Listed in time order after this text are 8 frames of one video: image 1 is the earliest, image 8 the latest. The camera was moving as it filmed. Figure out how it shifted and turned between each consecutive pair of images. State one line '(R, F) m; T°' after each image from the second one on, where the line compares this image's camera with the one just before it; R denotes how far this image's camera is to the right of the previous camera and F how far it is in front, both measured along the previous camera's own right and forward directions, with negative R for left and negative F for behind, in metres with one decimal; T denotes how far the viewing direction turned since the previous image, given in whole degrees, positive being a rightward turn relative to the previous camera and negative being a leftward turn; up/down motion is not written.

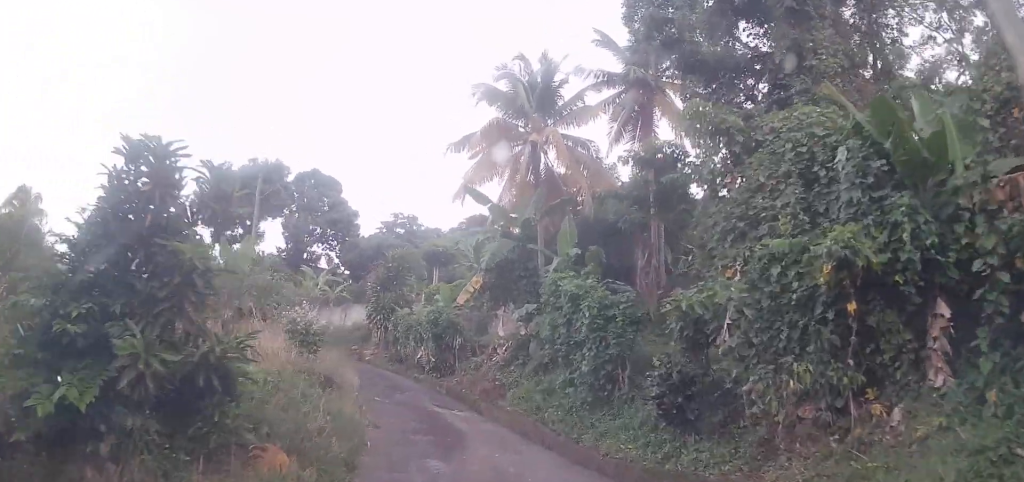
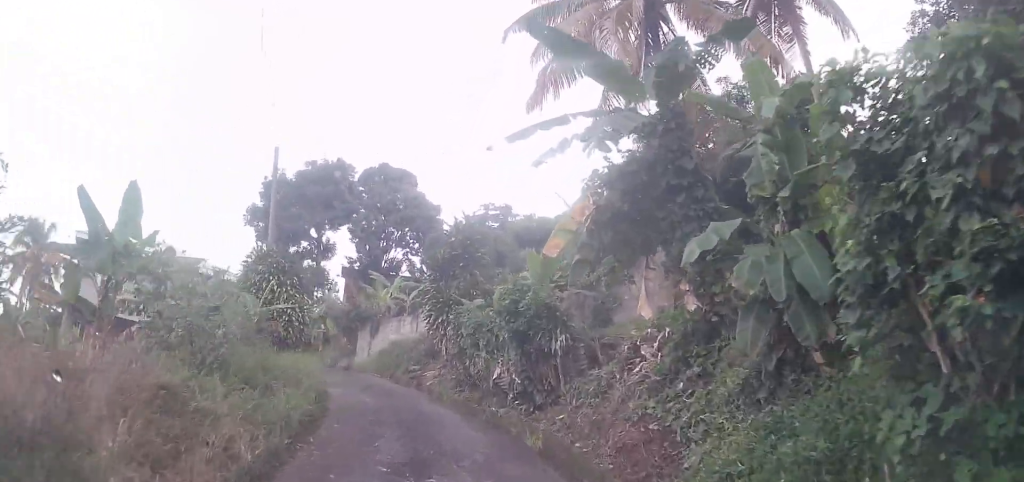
(-1.6, +8.0) m; -12°
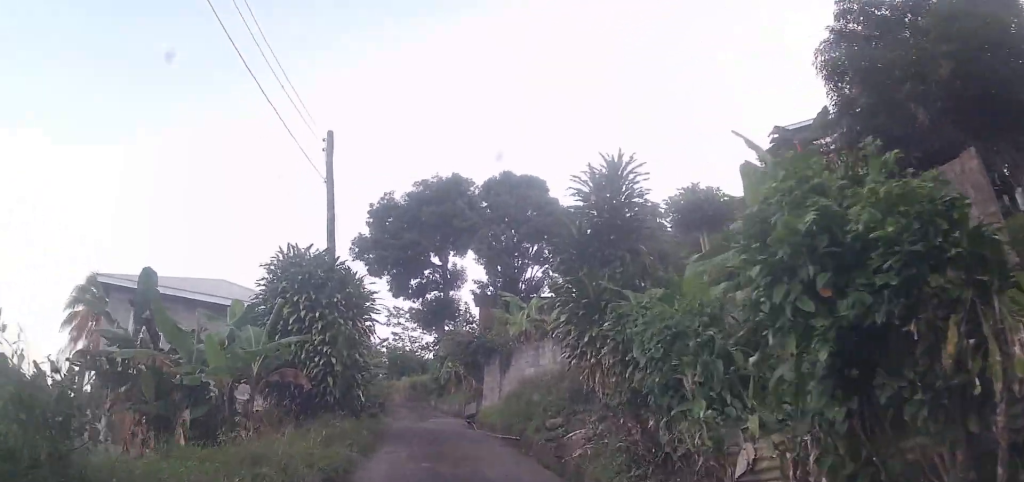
(-0.5, +6.1) m; -12°
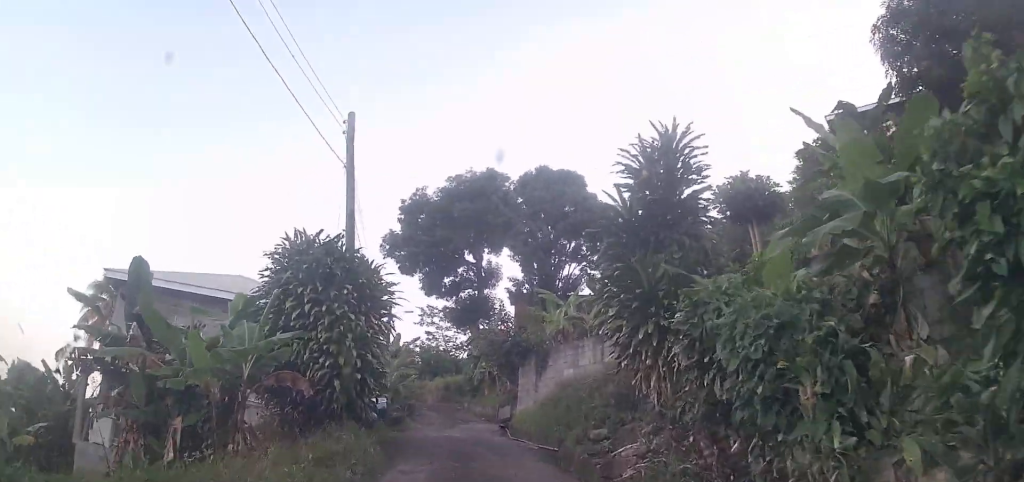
(-0.1, +1.4) m; 0°
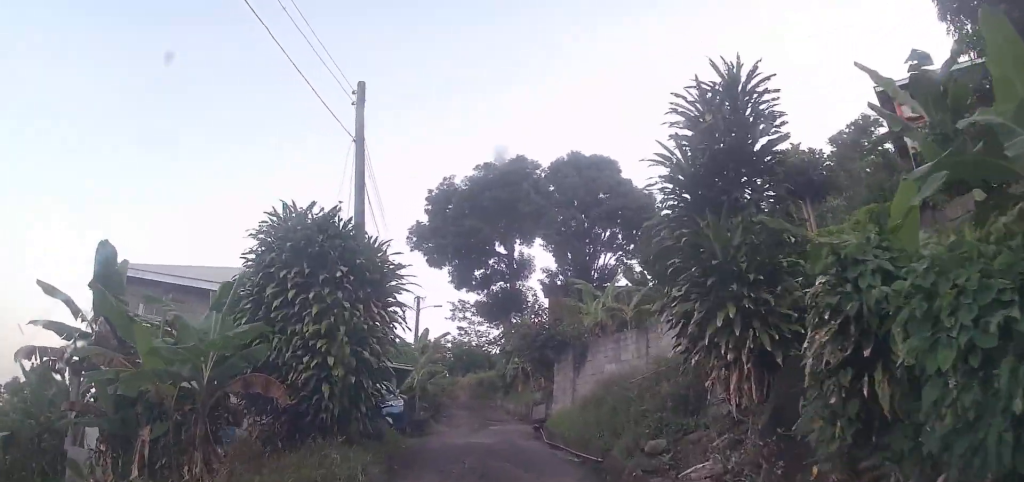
(0.0, +1.9) m; 0°
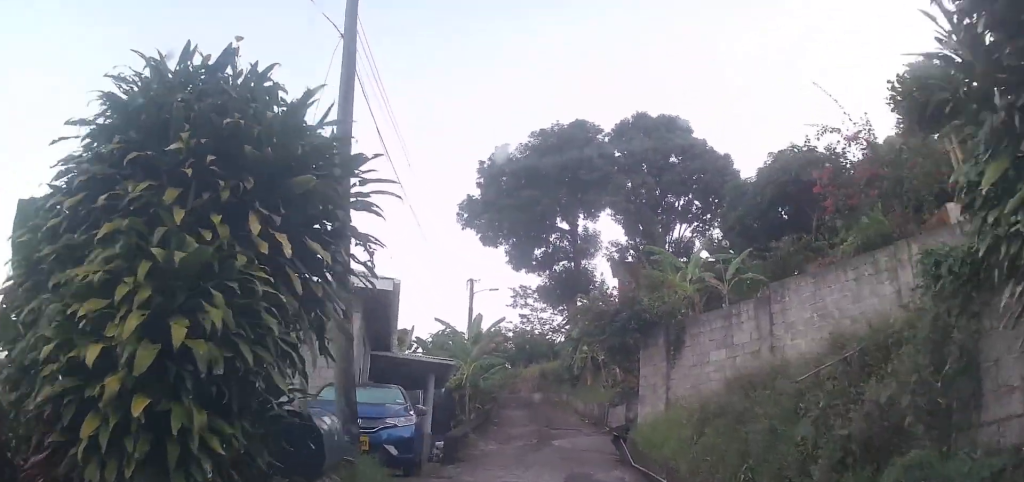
(+0.1, +4.8) m; -8°
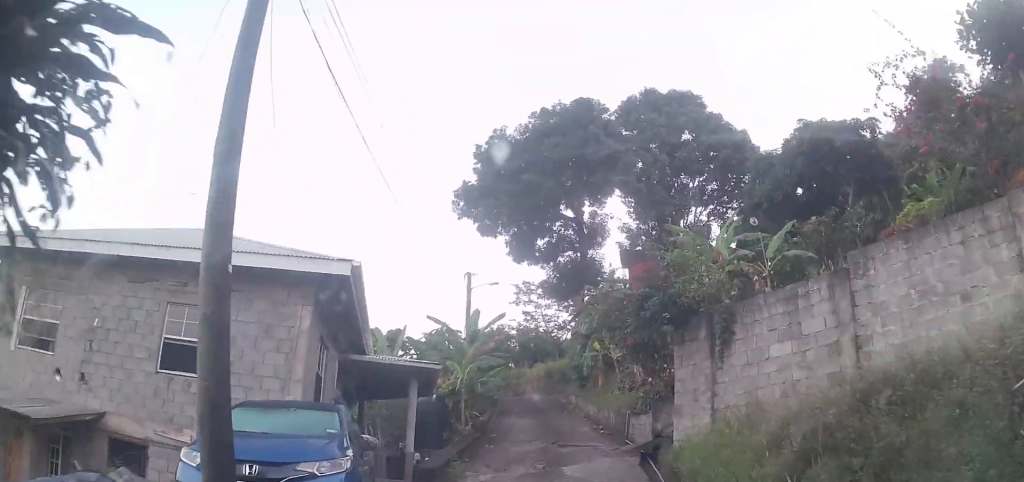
(-0.2, +3.3) m; -11°
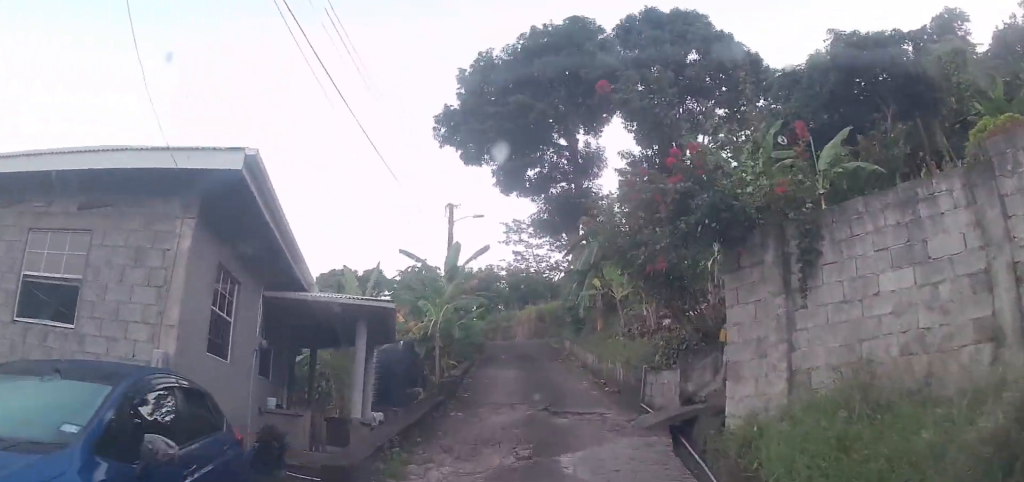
(-0.6, +4.0) m; -5°
